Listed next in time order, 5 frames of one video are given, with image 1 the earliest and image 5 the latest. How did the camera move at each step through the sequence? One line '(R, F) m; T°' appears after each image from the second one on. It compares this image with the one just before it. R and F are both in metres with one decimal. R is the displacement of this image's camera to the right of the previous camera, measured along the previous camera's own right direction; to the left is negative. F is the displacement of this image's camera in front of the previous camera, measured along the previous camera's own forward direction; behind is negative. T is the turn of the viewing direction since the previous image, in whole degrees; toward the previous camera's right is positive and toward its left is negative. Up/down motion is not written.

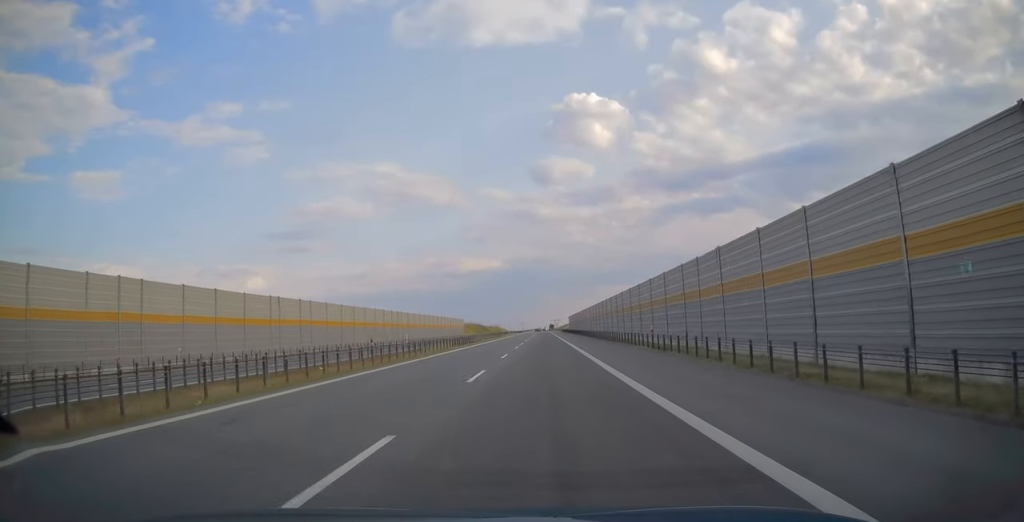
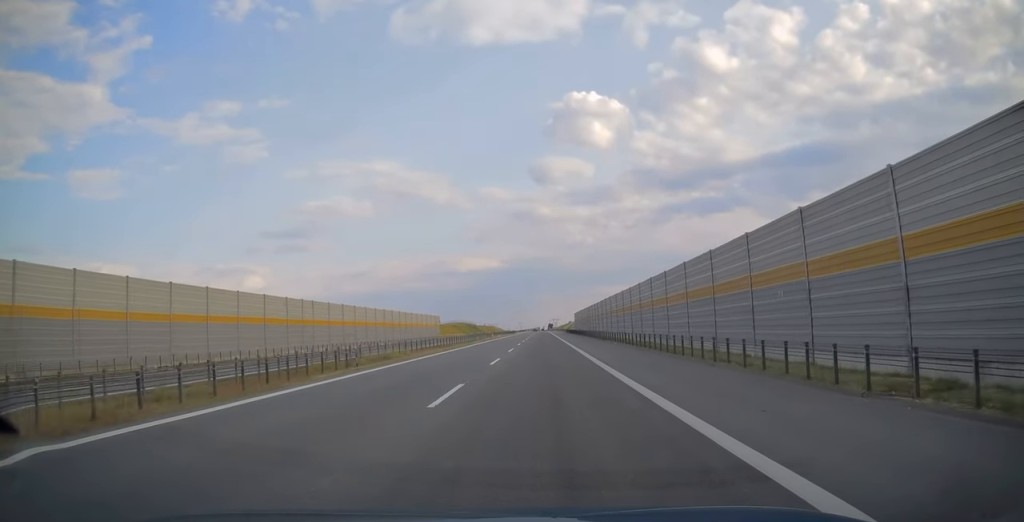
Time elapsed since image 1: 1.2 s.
(-0.1, +40.9) m; 0°
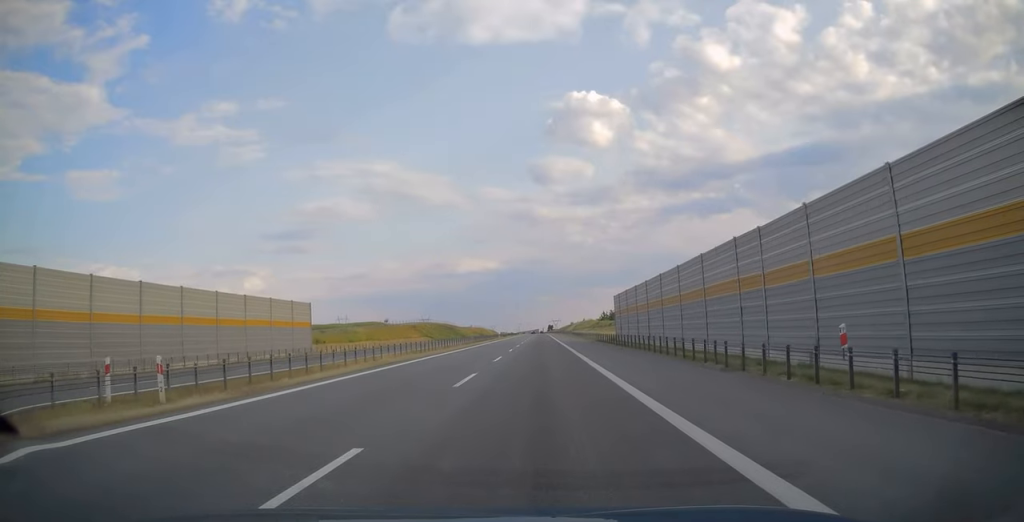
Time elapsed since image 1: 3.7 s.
(+0.2, +80.2) m; 0°
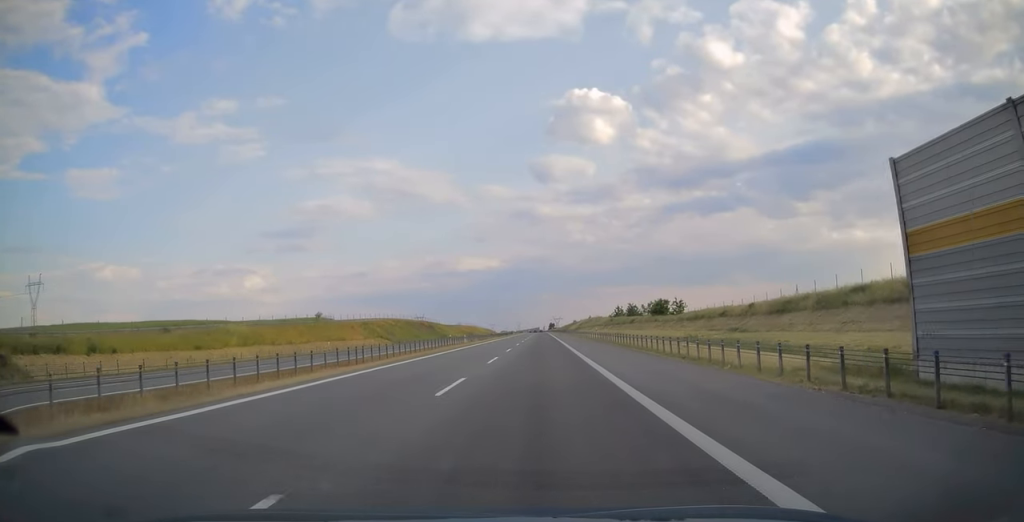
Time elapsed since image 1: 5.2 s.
(-0.1, +50.3) m; 0°
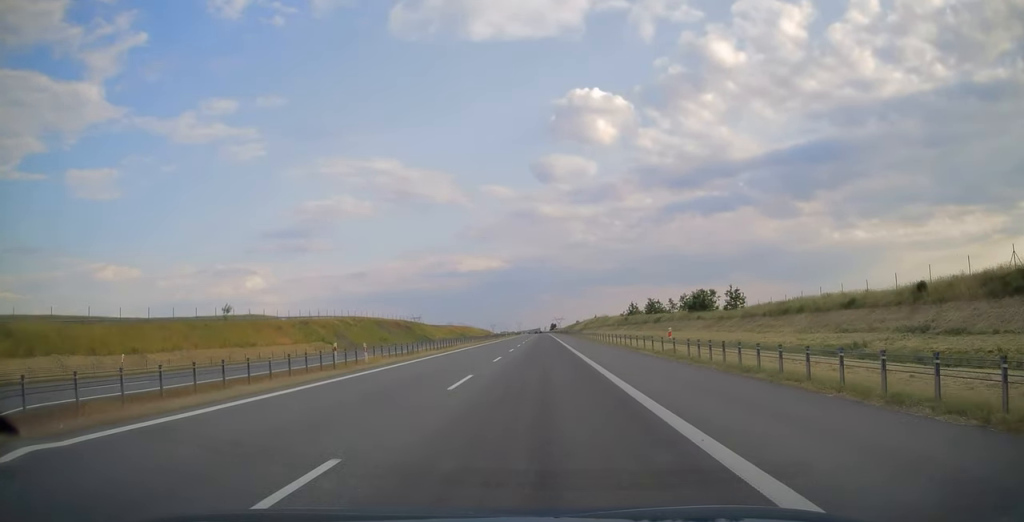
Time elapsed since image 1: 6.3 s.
(-0.1, +34.5) m; 0°
